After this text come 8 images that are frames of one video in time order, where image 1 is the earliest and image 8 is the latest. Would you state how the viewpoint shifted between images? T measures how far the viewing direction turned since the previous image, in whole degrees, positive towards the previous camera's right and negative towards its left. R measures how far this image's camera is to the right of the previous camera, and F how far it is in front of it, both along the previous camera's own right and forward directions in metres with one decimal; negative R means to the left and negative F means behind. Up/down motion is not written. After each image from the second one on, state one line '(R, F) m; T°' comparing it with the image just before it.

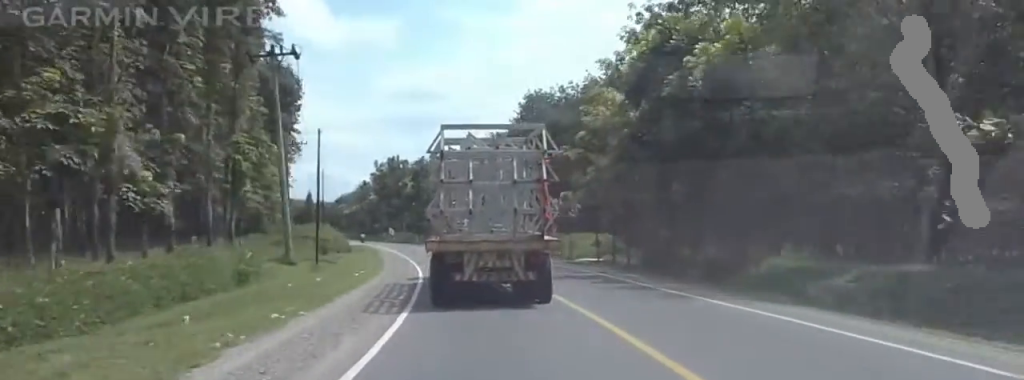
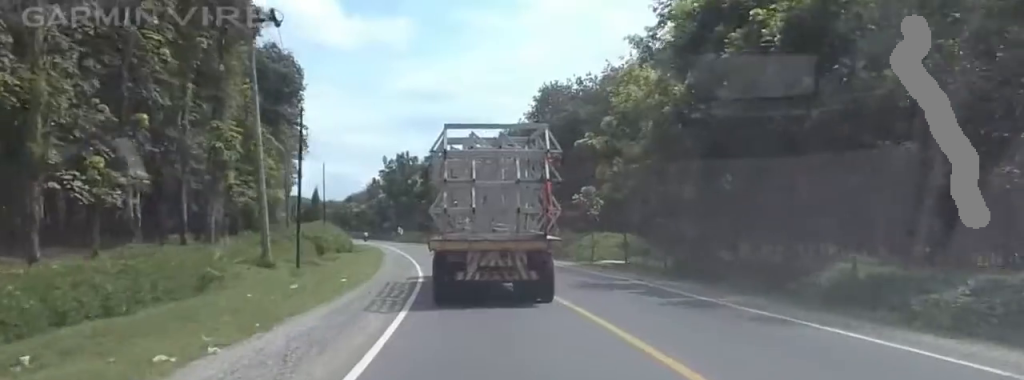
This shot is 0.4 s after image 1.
(0.0, +6.0) m; 0°
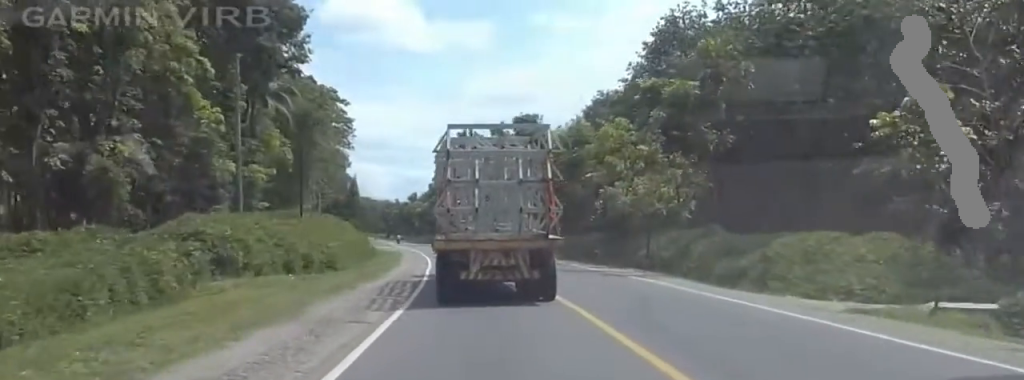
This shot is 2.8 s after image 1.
(+1.6, +35.4) m; 0°
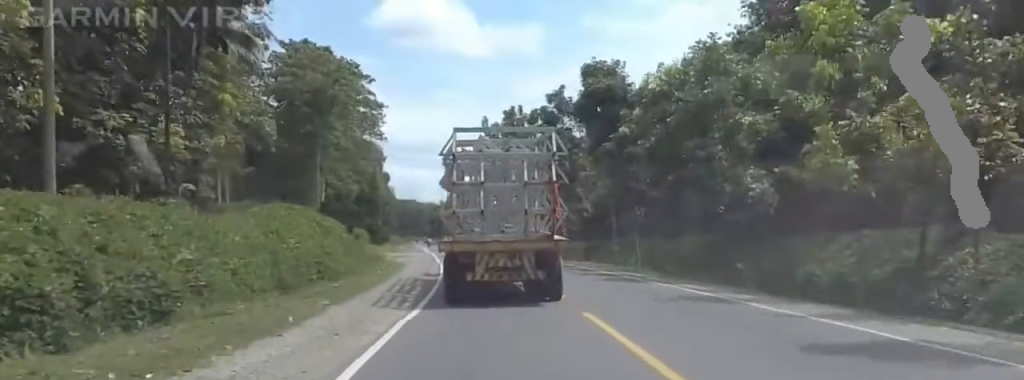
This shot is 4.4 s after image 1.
(-1.9, +23.8) m; -3°
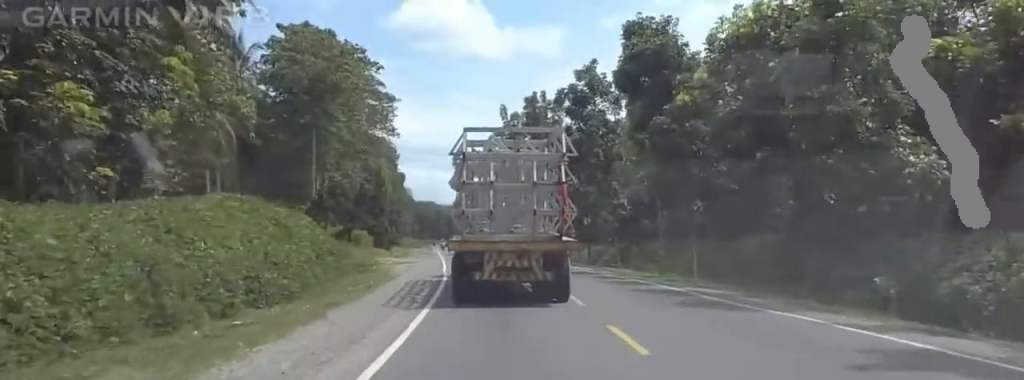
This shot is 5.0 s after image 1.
(+0.2, +10.1) m; +3°
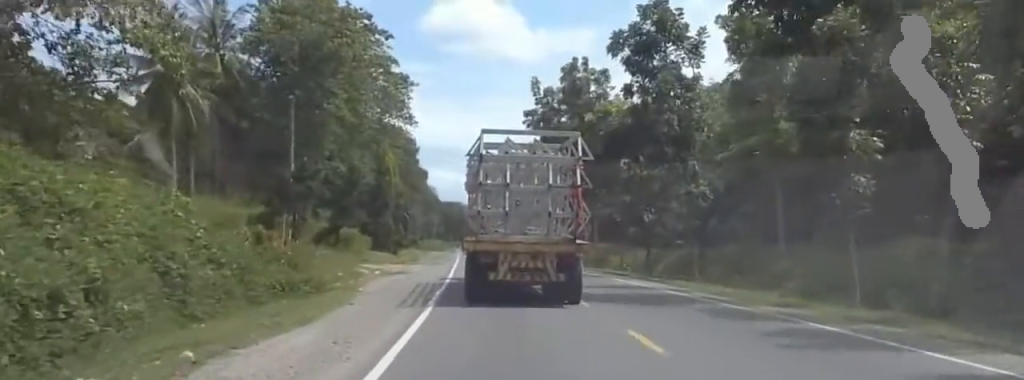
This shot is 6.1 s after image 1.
(+0.8, +16.1) m; +3°
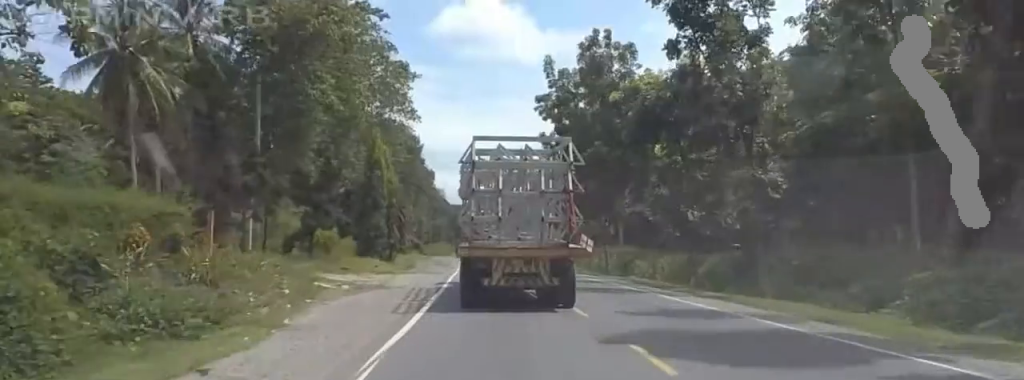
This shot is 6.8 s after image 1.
(+0.2, +9.6) m; 0°
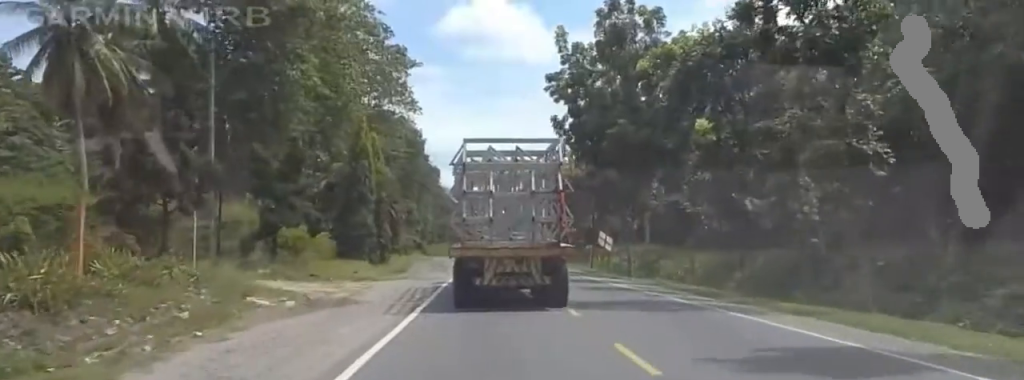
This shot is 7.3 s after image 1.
(-0.3, +8.3) m; 0°
